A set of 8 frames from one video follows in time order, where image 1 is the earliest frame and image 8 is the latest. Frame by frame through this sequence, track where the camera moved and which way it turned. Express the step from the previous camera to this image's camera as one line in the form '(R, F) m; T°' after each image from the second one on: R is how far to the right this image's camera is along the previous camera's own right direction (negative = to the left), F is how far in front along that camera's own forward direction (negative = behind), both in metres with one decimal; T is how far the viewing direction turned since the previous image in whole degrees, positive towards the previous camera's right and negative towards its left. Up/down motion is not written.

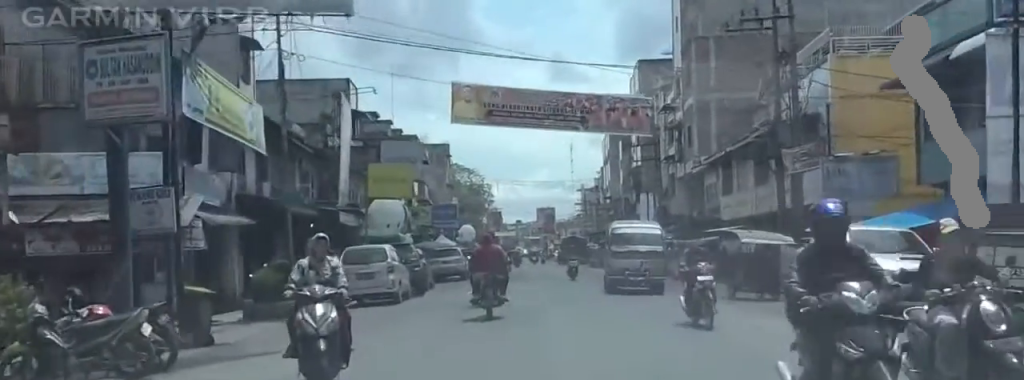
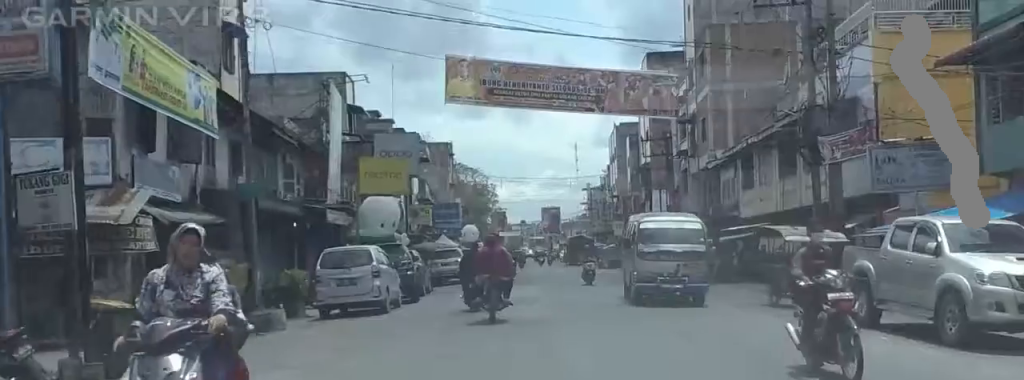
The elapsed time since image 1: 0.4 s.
(-0.2, +3.6) m; +2°
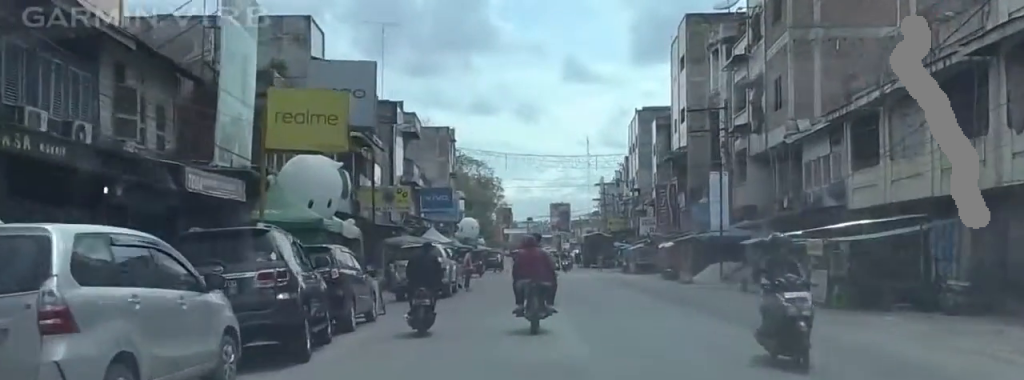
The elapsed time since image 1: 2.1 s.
(+2.0, +15.5) m; +7°
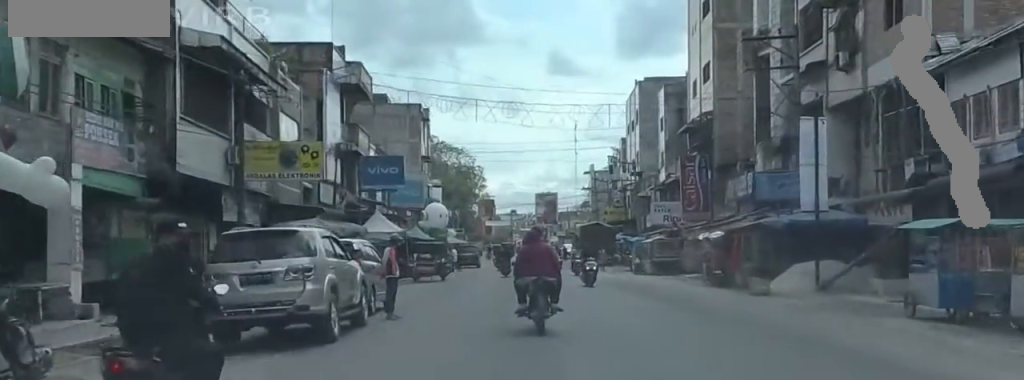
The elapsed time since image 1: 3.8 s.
(0.0, +16.3) m; 0°
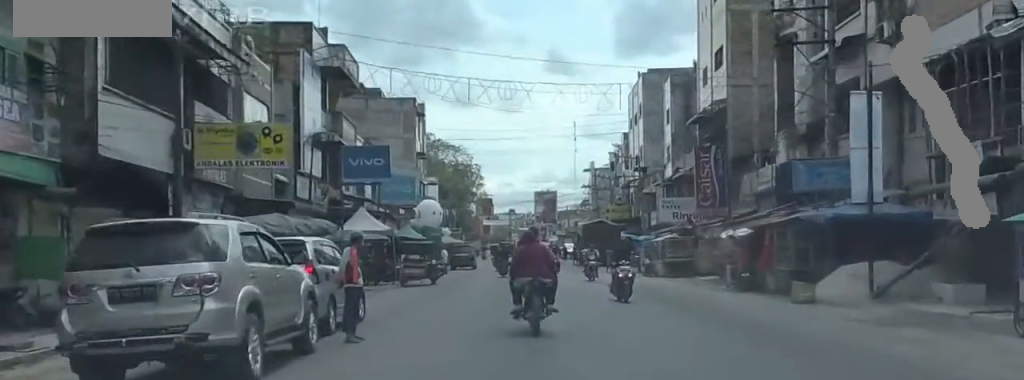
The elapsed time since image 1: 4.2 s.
(0.0, +4.2) m; 0°
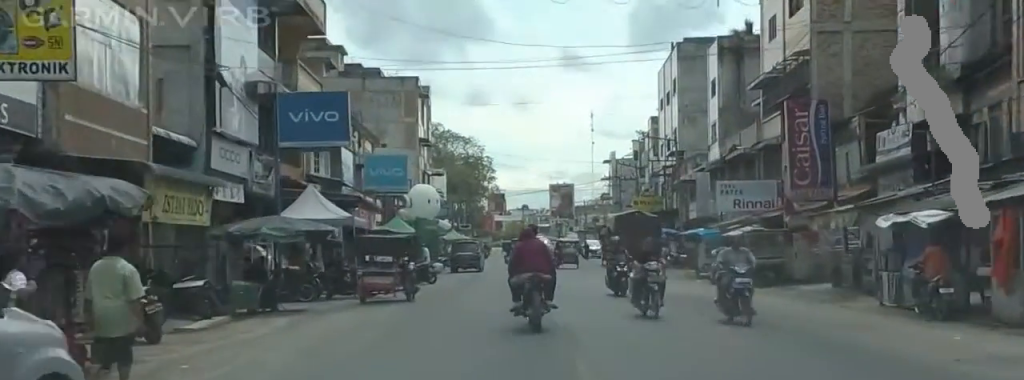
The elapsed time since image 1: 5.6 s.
(0.0, +13.1) m; 0°
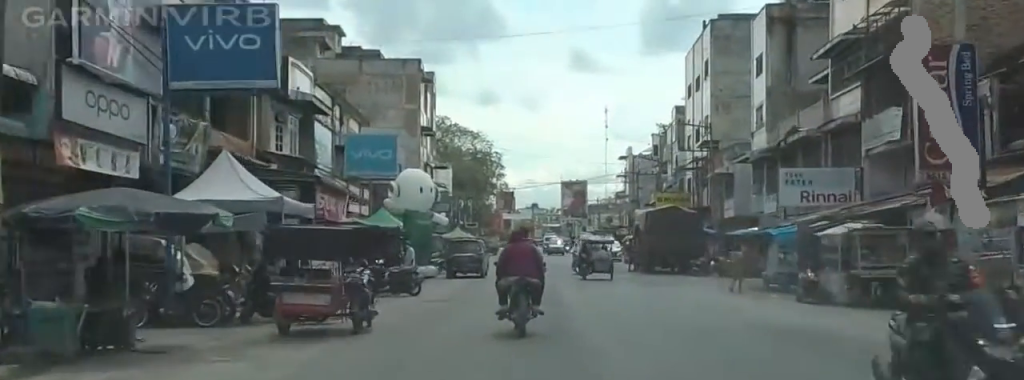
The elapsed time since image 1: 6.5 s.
(0.0, +9.3) m; -2°
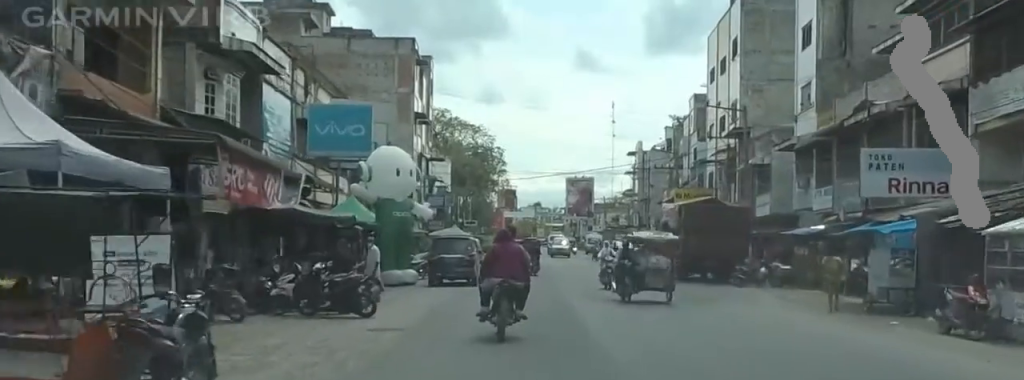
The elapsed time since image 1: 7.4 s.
(0.0, +8.4) m; -7°
